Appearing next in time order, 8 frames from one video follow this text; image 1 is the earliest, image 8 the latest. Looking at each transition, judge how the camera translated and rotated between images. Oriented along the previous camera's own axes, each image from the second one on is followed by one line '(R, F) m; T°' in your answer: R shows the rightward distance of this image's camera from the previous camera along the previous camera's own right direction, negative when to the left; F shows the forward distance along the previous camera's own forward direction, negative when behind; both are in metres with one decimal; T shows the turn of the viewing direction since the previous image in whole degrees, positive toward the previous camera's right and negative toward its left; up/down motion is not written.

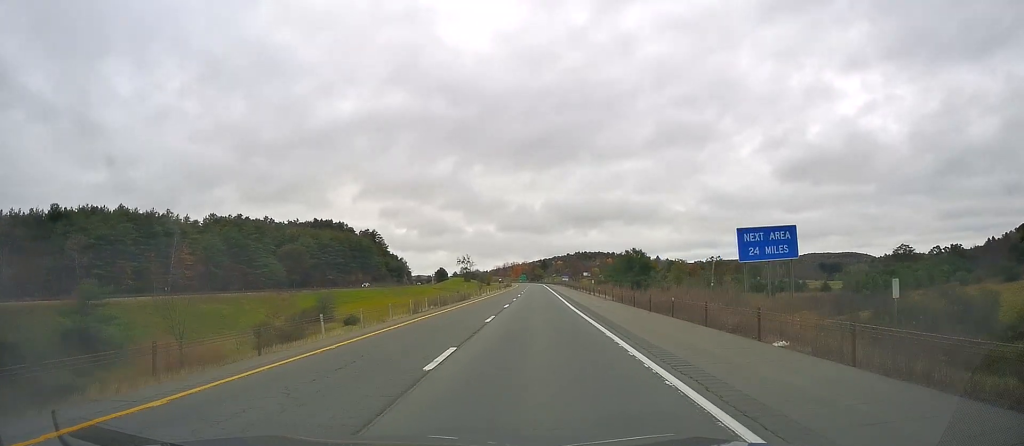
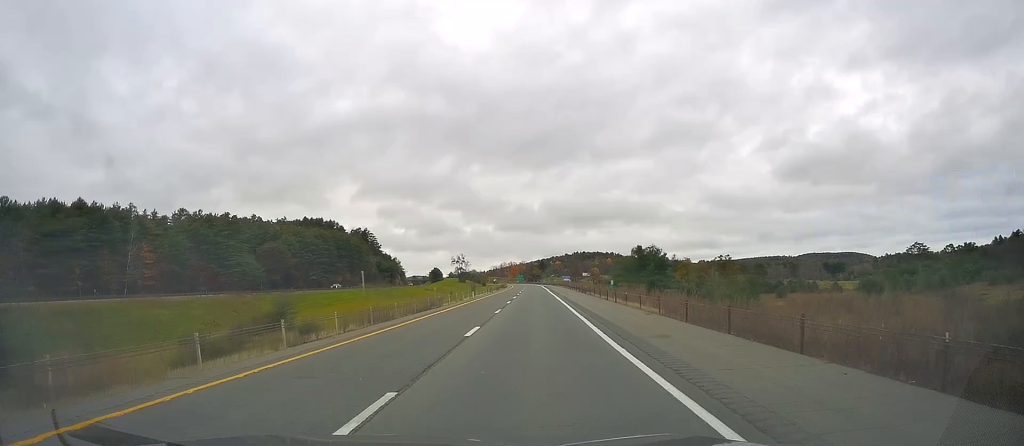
(+0.1, +17.5) m; 0°
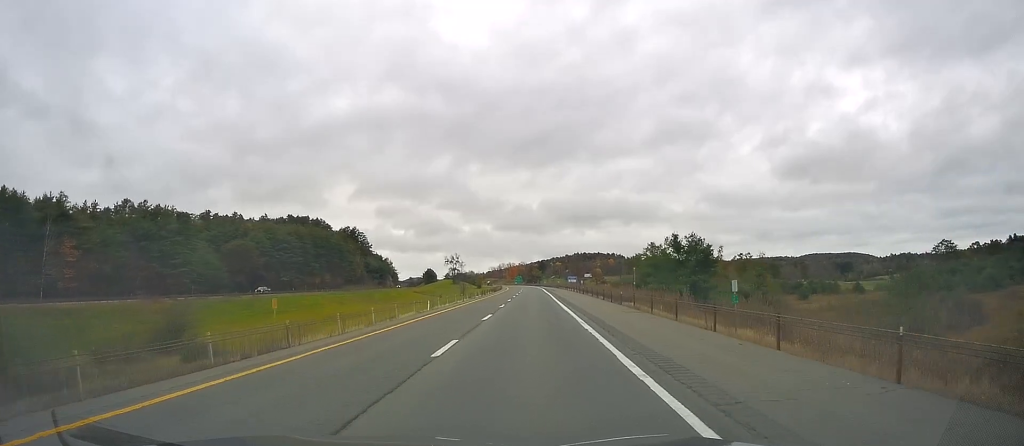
(0.0, +28.3) m; -1°
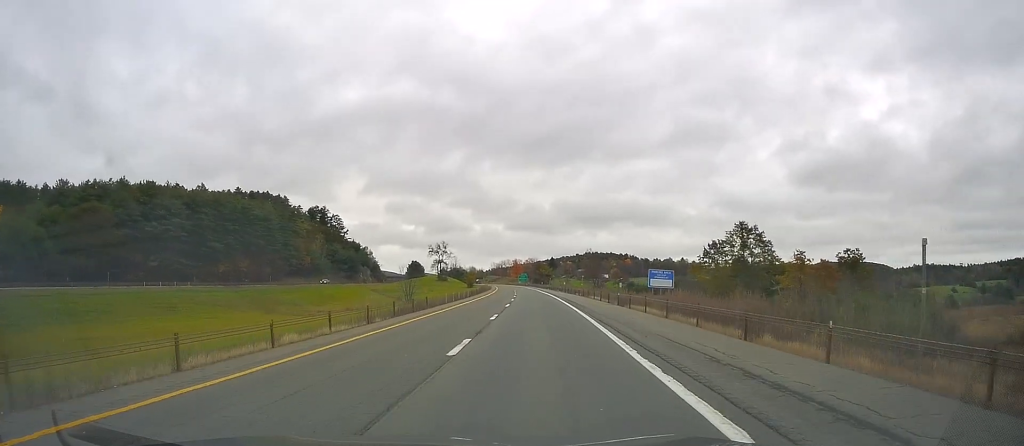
(-0.1, +84.3) m; 0°
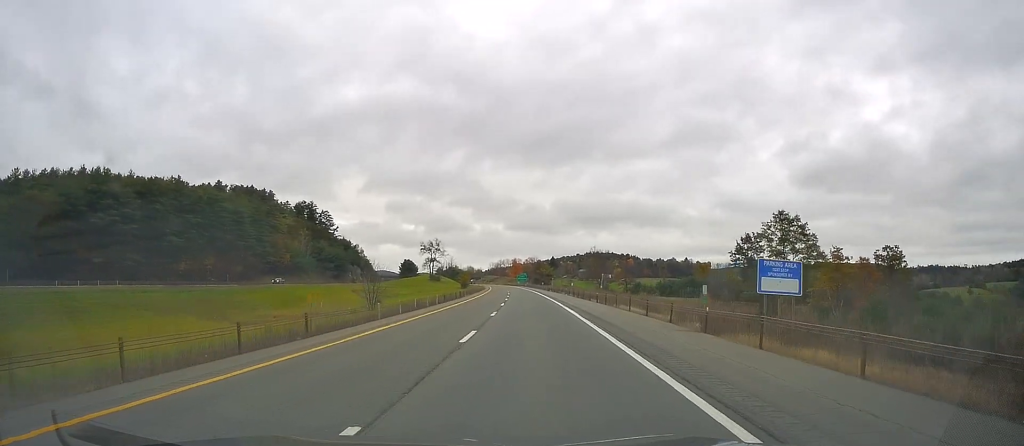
(-0.4, +21.1) m; 0°
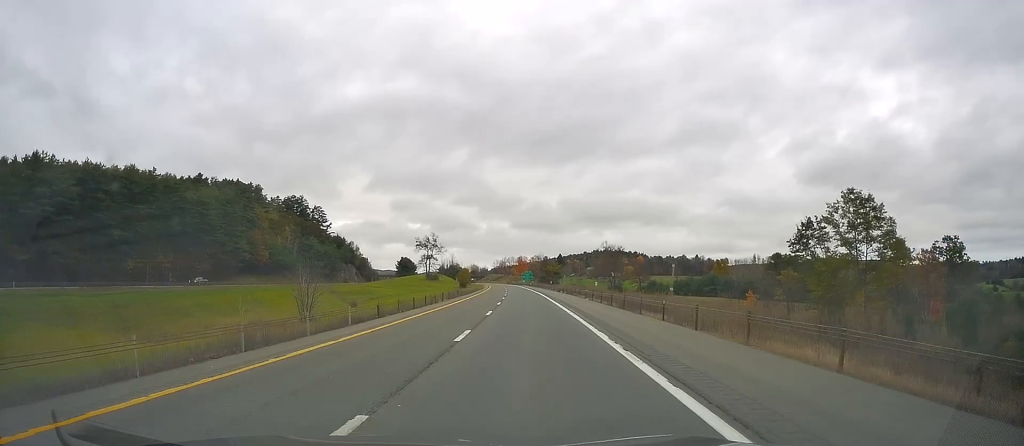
(+0.8, +23.5) m; 0°
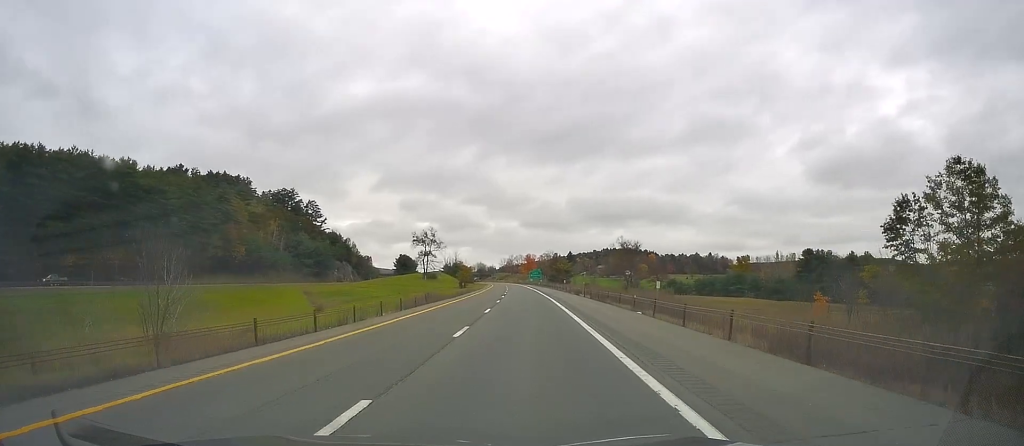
(-0.8, +23.1) m; -1°
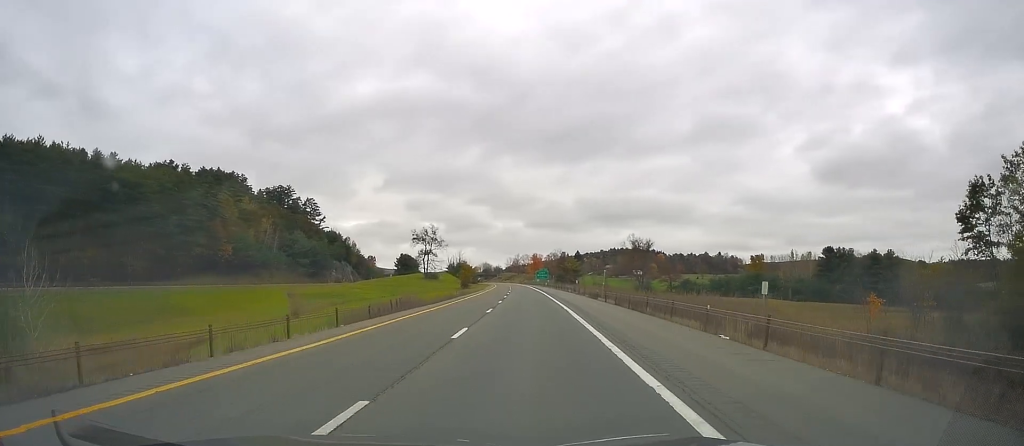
(-0.1, +12.3) m; 0°
